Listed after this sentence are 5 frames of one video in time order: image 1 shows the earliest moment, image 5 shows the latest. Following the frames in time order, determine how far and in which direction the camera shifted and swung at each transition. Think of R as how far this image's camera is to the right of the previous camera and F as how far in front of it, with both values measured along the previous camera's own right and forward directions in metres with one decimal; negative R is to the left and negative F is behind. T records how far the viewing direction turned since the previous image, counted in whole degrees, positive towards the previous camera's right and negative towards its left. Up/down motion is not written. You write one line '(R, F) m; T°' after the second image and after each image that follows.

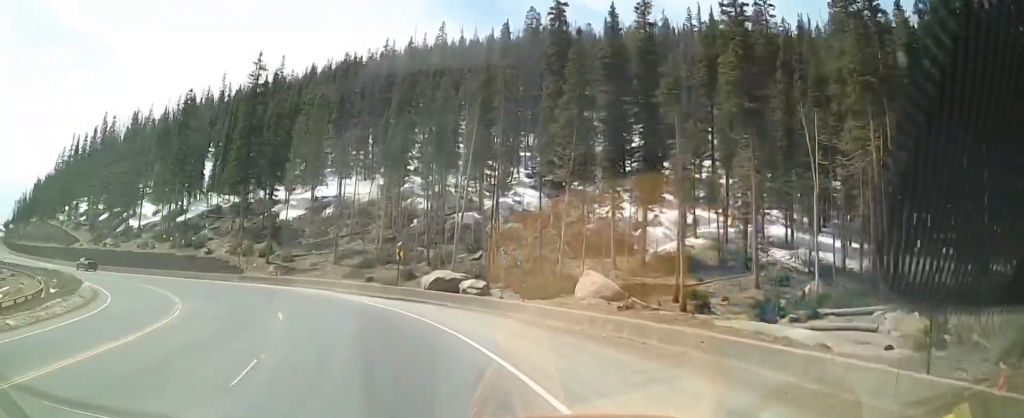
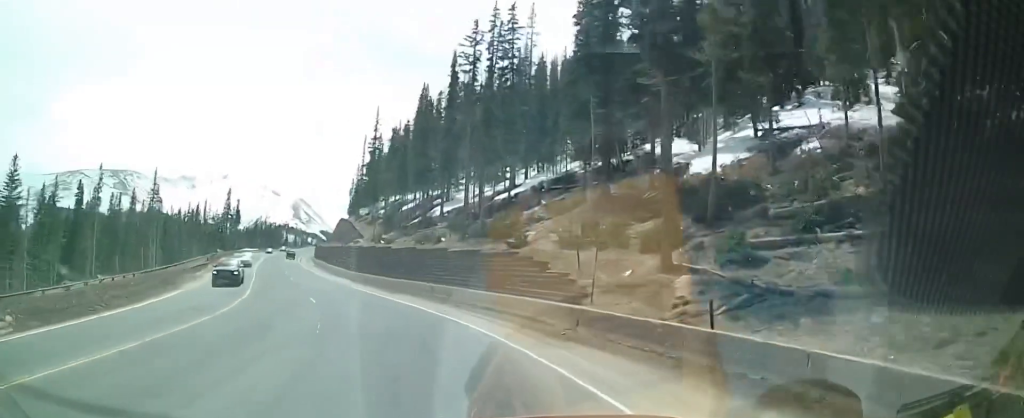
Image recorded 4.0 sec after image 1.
(-19.1, +42.5) m; -45°
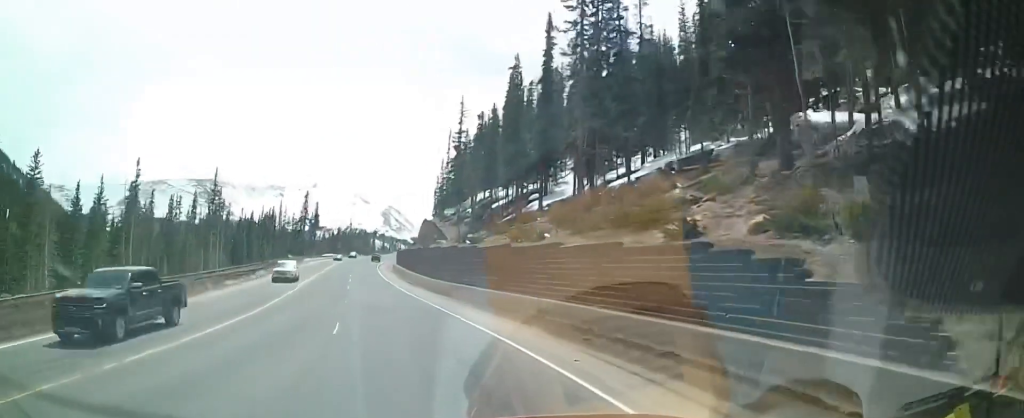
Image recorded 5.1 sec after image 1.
(-1.2, +13.1) m; -8°
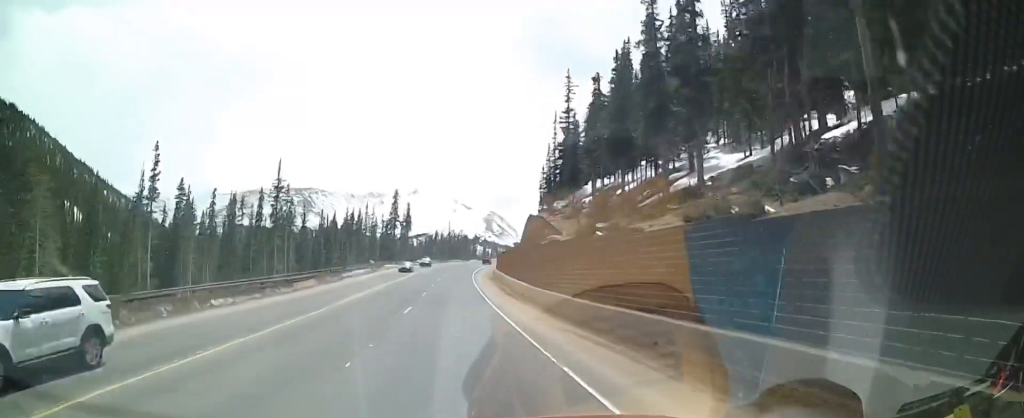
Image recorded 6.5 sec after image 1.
(-1.2, +18.2) m; -7°
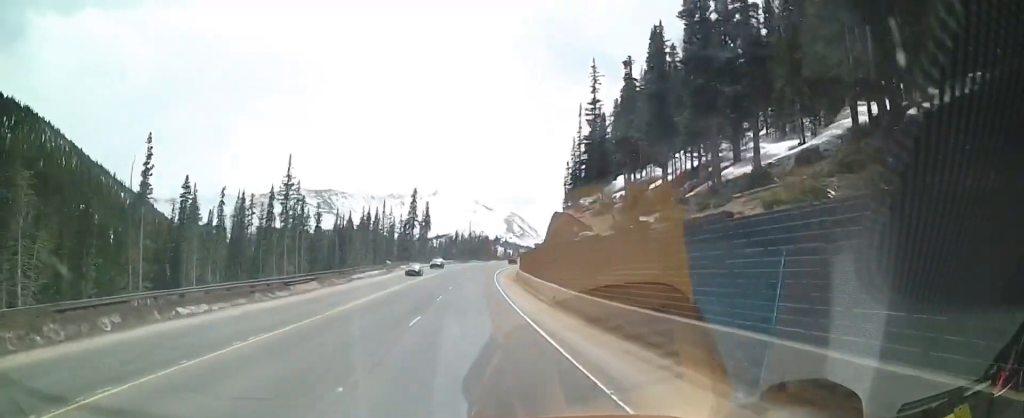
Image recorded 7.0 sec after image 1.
(-0.1, +5.5) m; -1°
